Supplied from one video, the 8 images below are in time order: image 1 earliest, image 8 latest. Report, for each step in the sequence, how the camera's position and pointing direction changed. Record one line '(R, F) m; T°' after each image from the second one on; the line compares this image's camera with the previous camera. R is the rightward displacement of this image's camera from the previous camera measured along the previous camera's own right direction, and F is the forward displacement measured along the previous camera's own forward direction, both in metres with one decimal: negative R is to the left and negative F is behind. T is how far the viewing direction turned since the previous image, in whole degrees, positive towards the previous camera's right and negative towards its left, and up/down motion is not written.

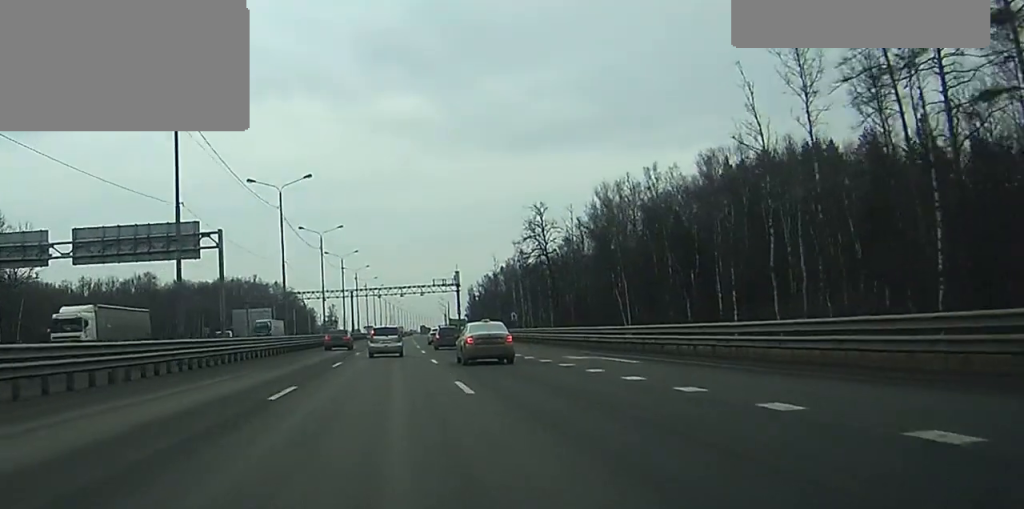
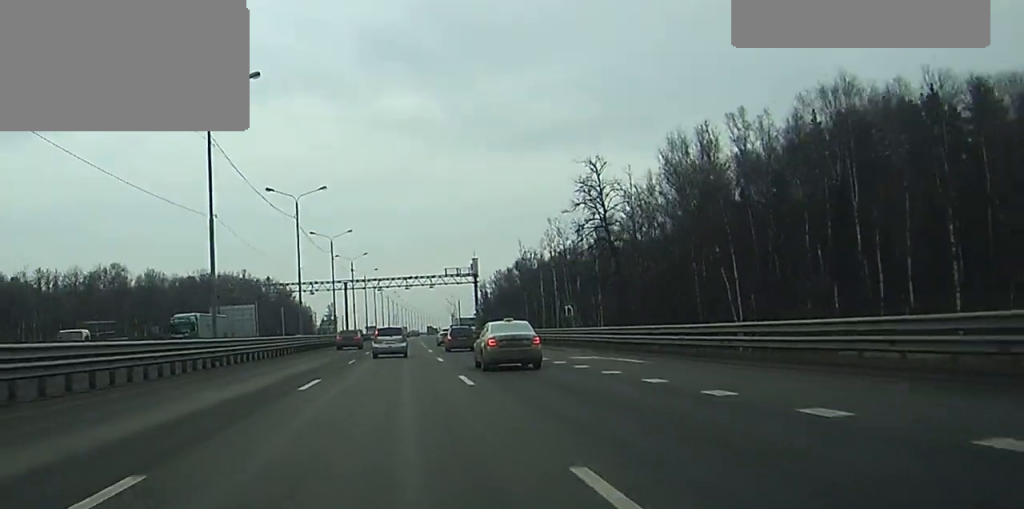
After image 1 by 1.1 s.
(0.0, +29.3) m; 0°
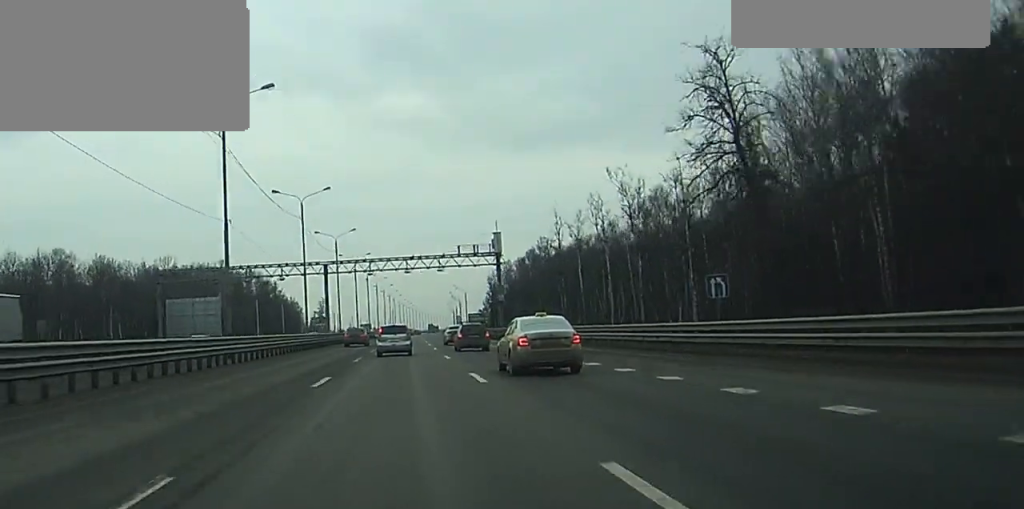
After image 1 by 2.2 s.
(+0.1, +32.2) m; 0°
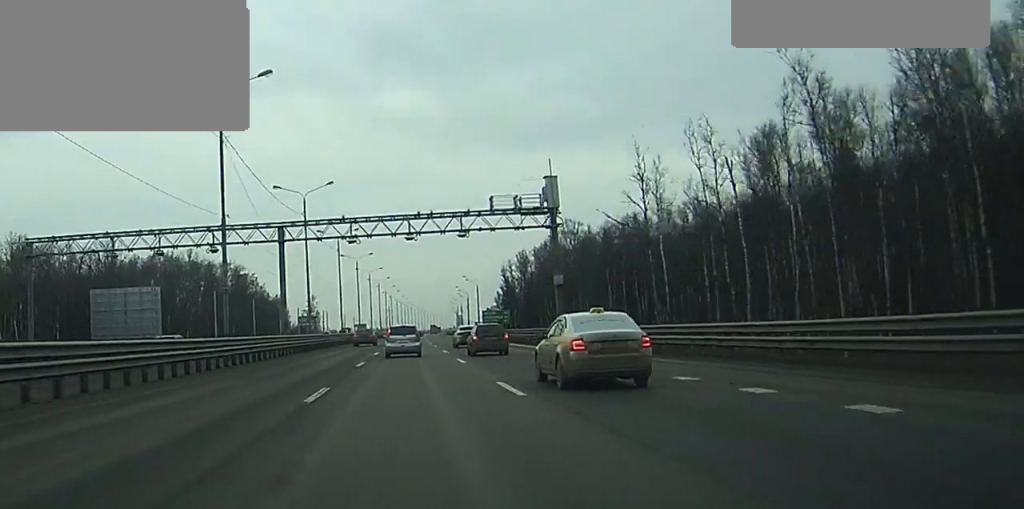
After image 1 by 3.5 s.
(+0.1, +36.1) m; 0°
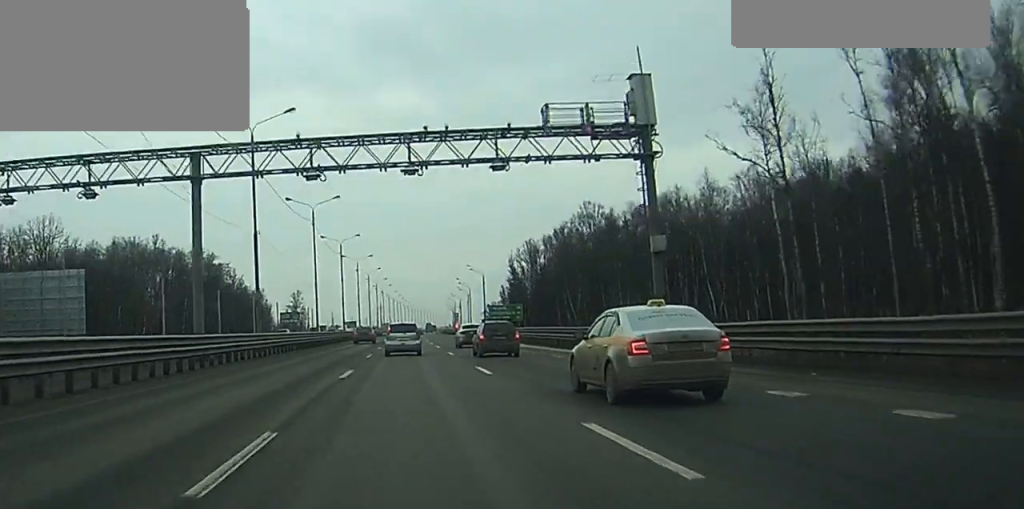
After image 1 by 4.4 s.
(0.0, +25.0) m; 0°
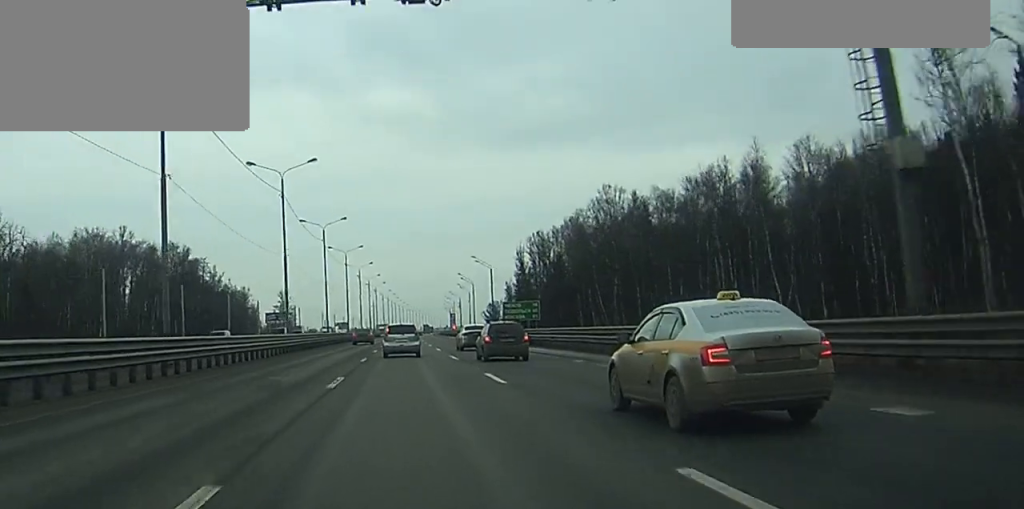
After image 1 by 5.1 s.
(0.0, +19.5) m; 0°
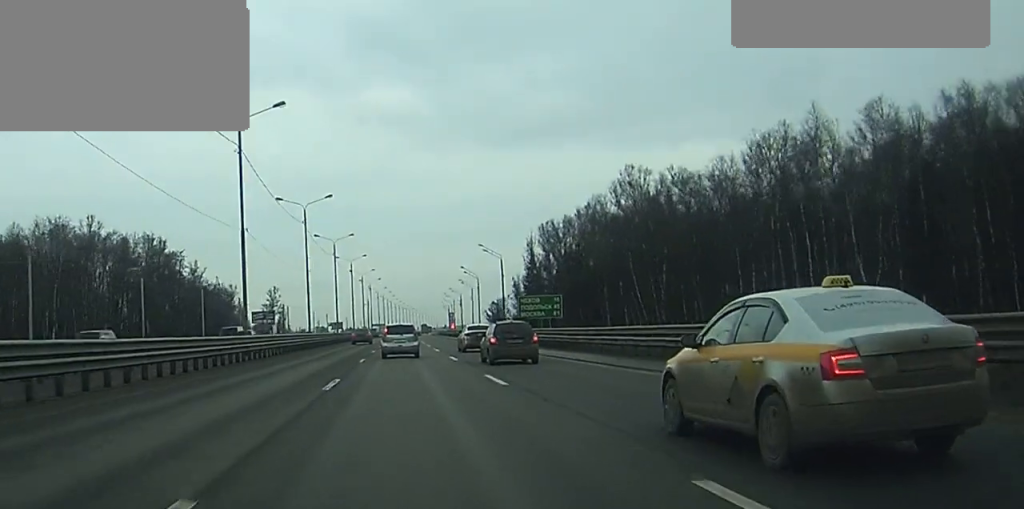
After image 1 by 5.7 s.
(0.0, +16.8) m; 0°
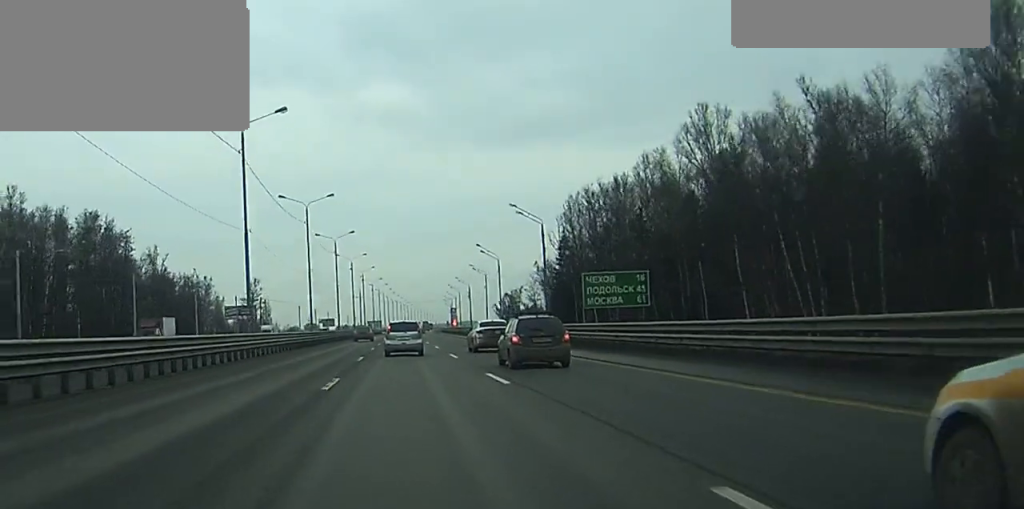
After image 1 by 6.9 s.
(+0.1, +32.6) m; +1°
